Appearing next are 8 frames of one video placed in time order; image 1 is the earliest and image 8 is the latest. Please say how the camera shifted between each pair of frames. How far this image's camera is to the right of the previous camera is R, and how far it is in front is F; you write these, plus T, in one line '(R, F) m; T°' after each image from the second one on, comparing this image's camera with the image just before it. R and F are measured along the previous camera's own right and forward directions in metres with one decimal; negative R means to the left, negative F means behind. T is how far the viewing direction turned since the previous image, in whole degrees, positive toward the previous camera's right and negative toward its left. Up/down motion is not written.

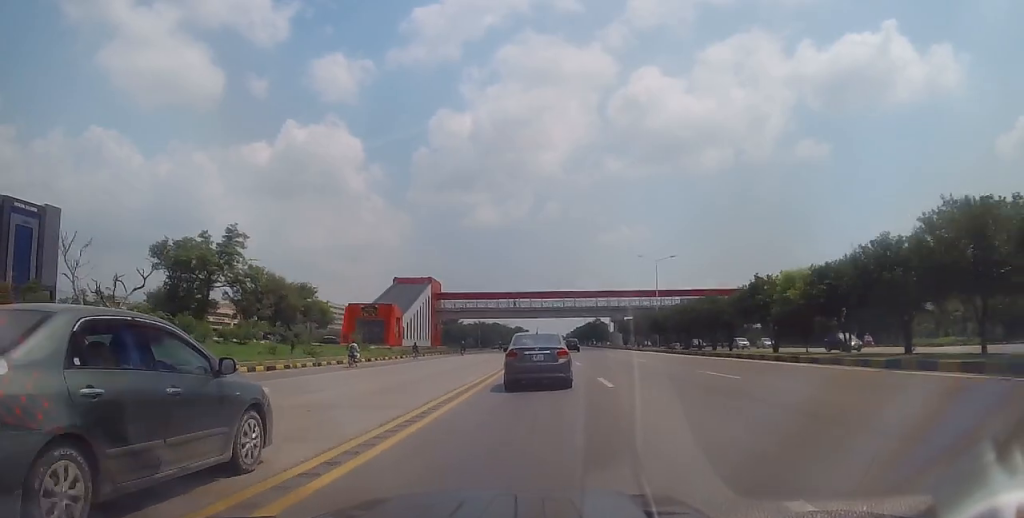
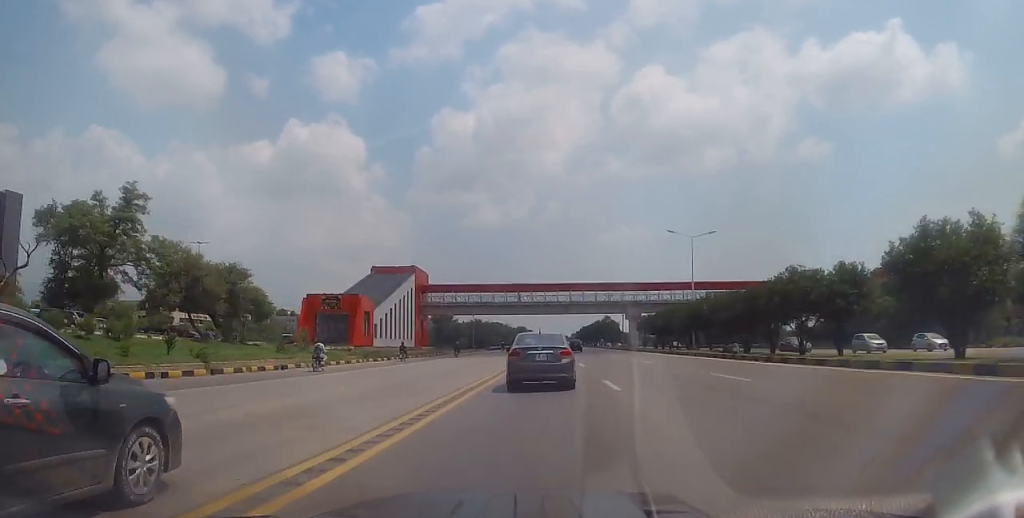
(-0.6, +16.9) m; -1°
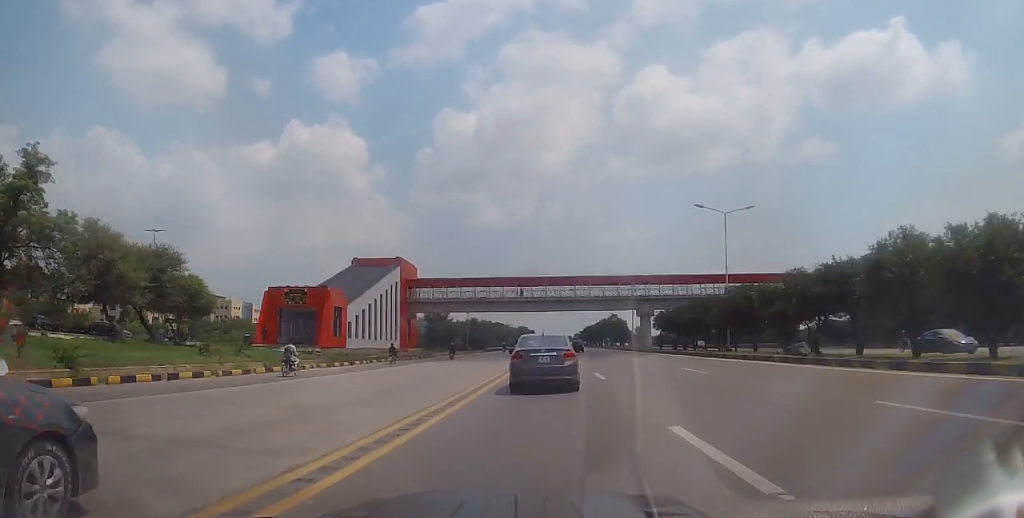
(-0.3, +10.7) m; 0°
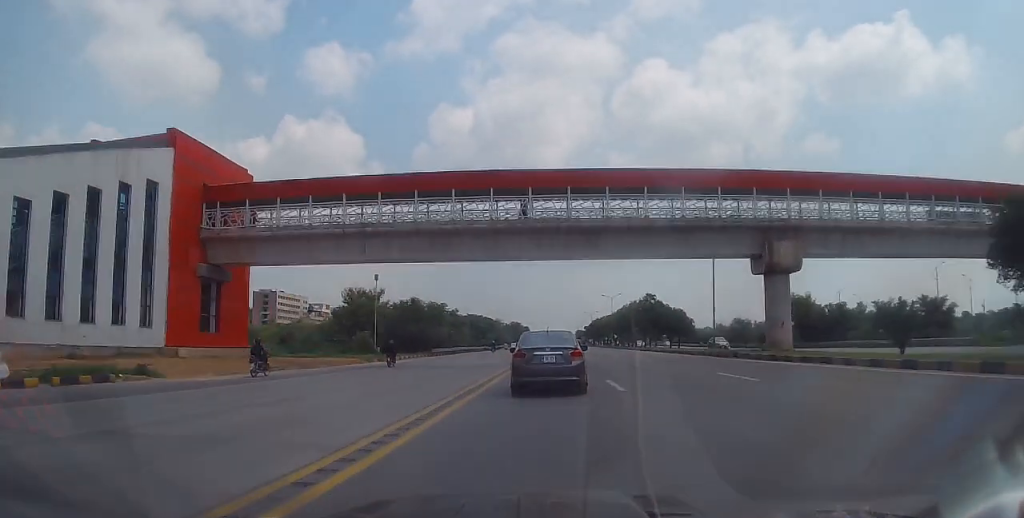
(+1.6, +53.5) m; +1°
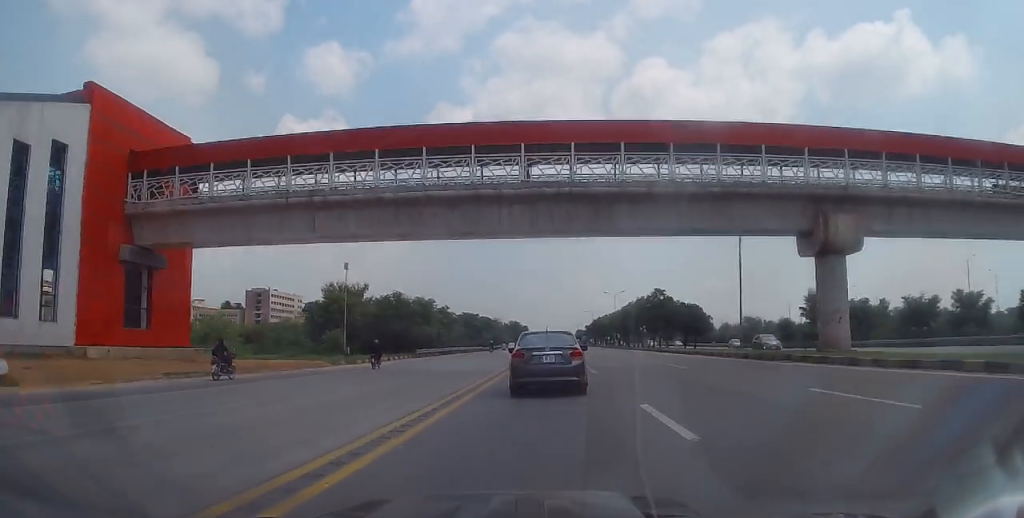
(+0.4, +7.5) m; +1°
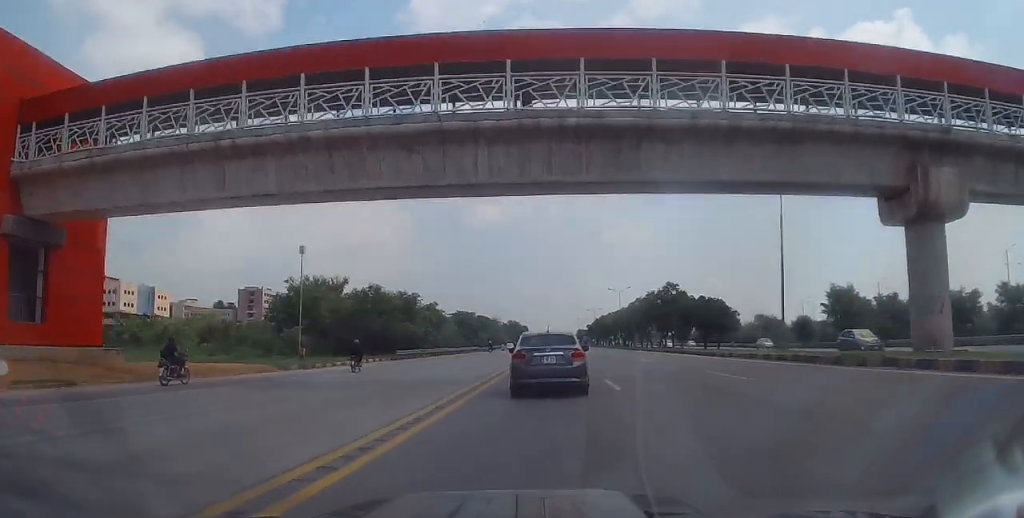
(+0.3, +8.2) m; +1°
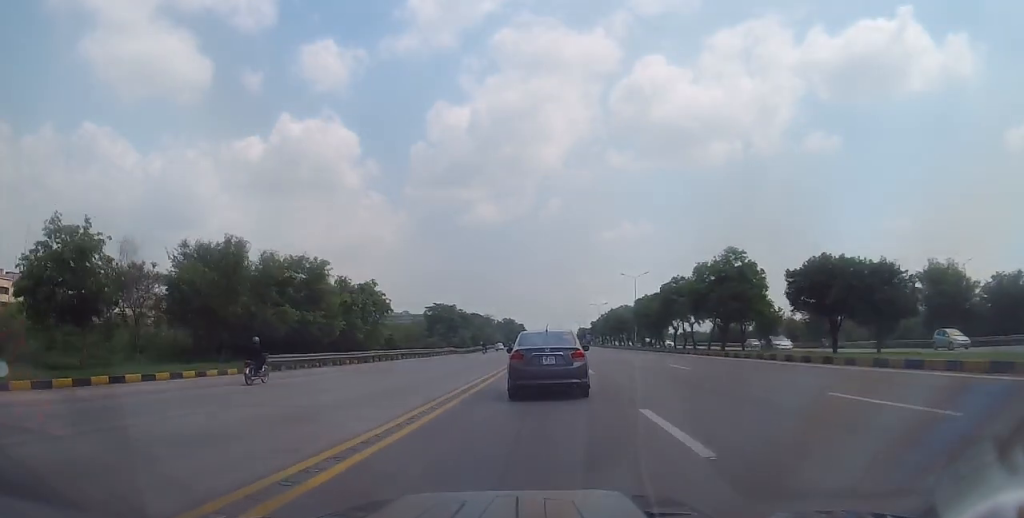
(-0.4, +24.9) m; -1°
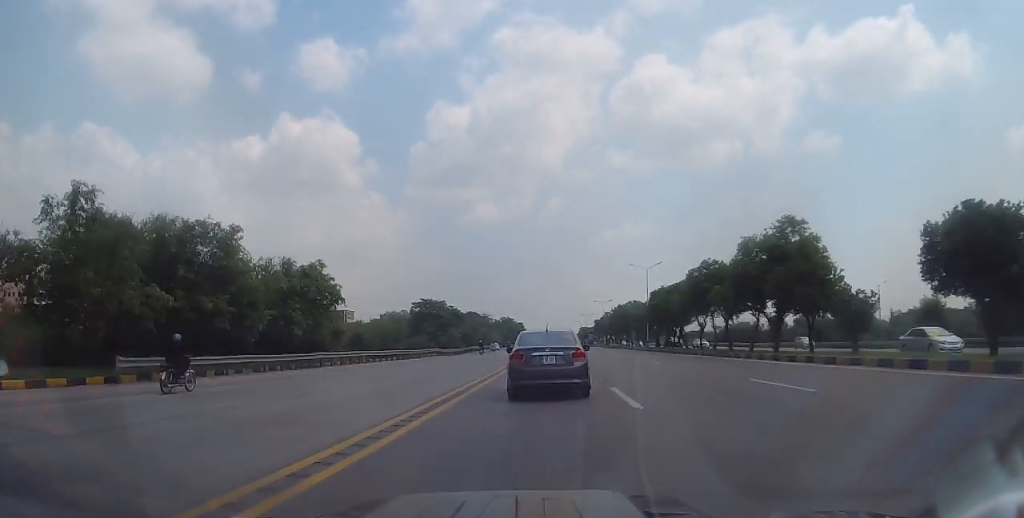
(0.0, +11.2) m; 0°
